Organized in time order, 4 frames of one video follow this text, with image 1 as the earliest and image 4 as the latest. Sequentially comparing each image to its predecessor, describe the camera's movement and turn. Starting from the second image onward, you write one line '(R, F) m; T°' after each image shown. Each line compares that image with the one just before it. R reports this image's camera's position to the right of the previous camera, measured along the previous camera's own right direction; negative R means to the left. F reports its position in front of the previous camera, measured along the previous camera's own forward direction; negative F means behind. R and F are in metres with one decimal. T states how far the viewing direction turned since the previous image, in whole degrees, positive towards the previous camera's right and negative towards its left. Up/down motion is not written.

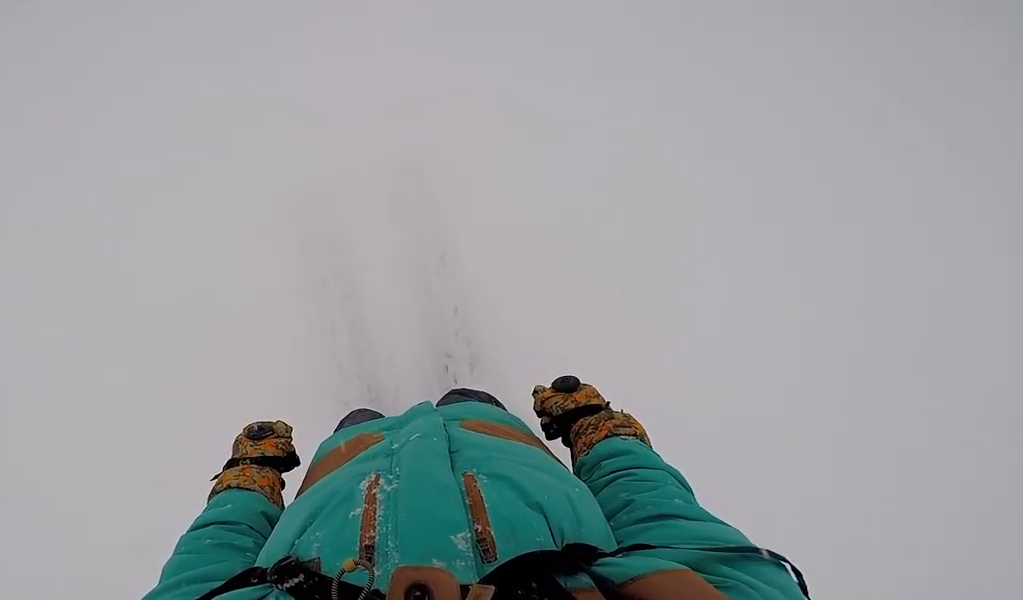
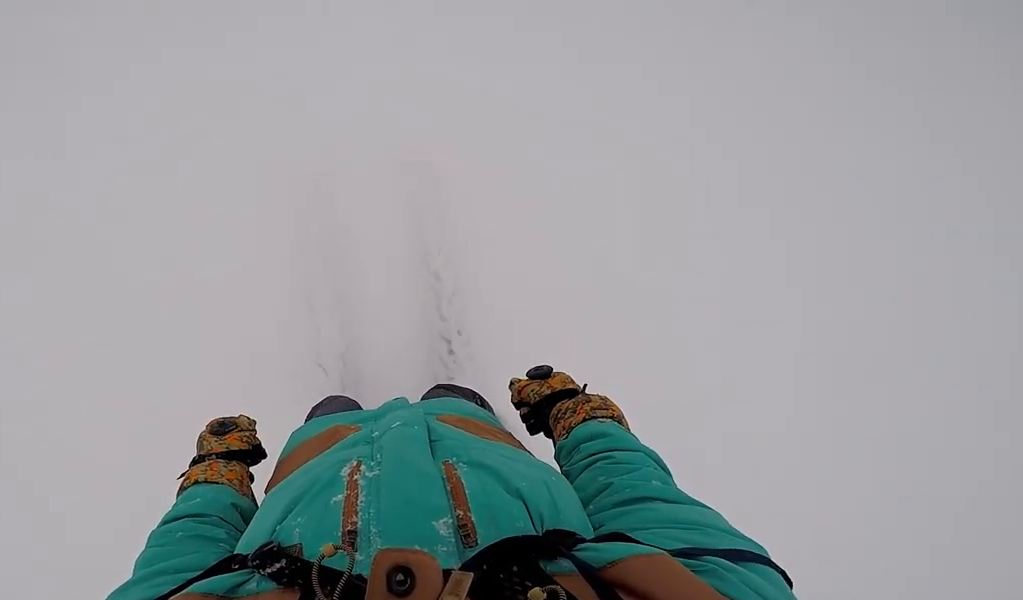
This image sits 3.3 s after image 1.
(+0.7, +21.5) m; -7°
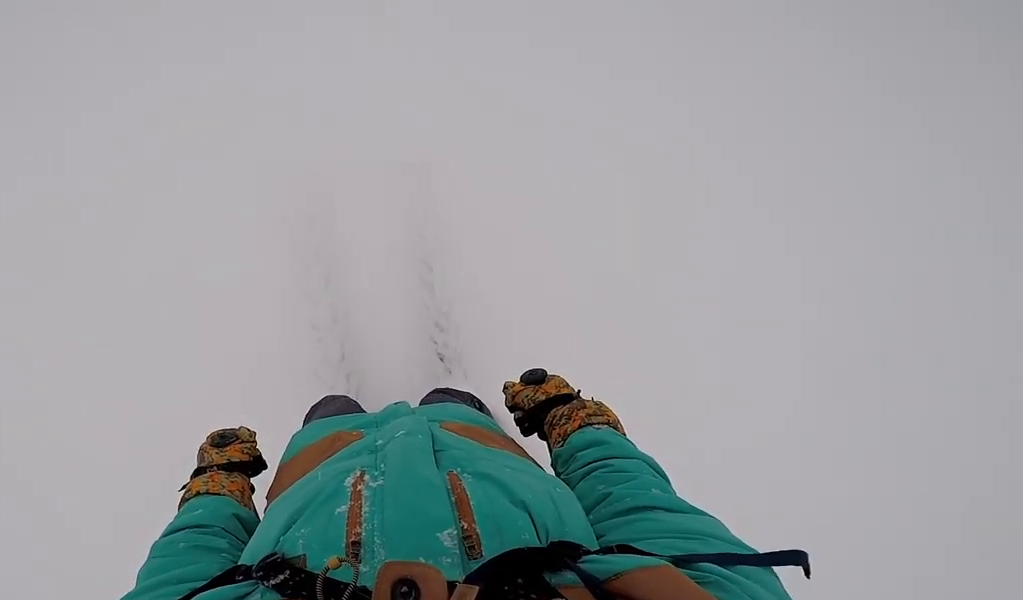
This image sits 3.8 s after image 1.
(+0.3, +3.7) m; 0°
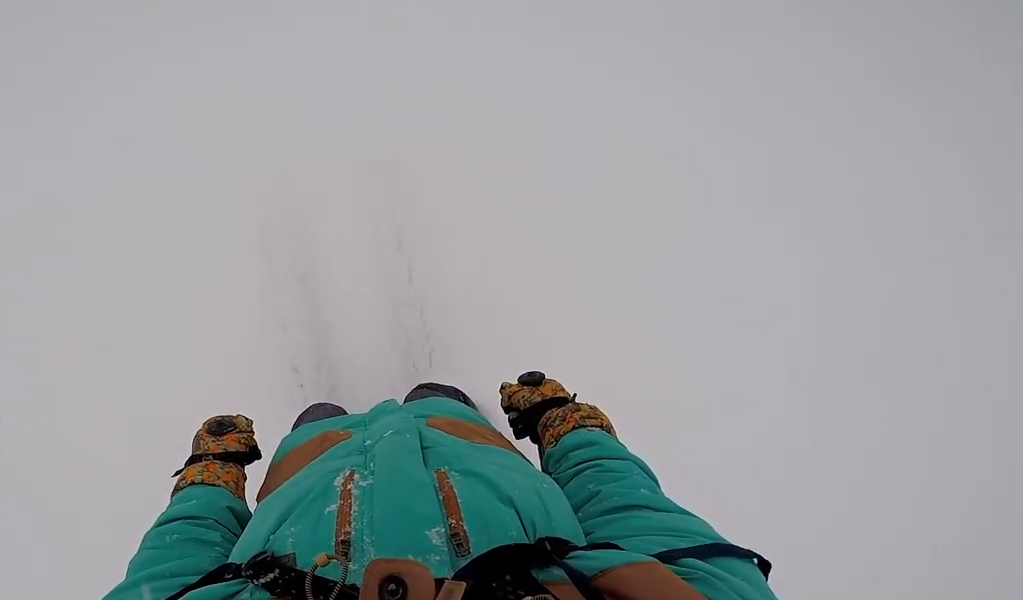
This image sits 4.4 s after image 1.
(0.0, +3.9) m; 0°
